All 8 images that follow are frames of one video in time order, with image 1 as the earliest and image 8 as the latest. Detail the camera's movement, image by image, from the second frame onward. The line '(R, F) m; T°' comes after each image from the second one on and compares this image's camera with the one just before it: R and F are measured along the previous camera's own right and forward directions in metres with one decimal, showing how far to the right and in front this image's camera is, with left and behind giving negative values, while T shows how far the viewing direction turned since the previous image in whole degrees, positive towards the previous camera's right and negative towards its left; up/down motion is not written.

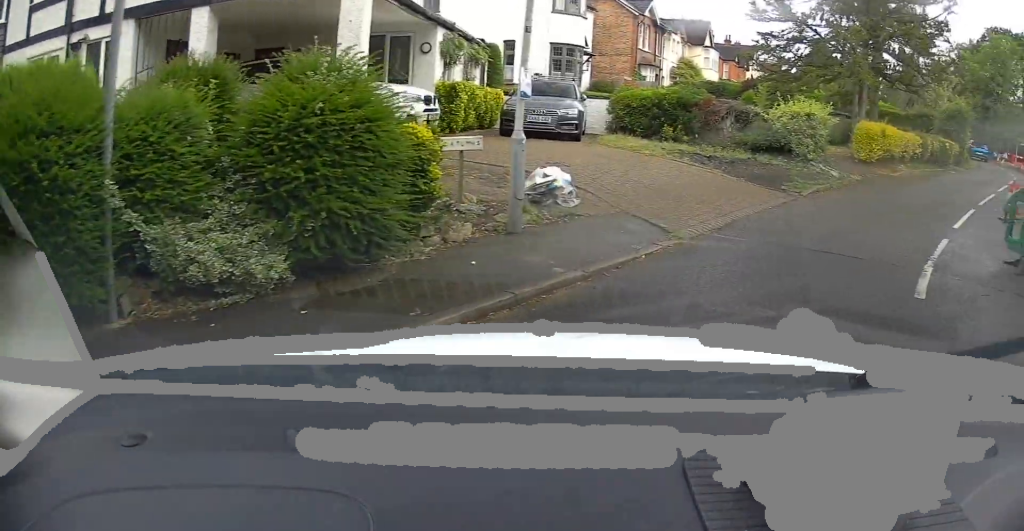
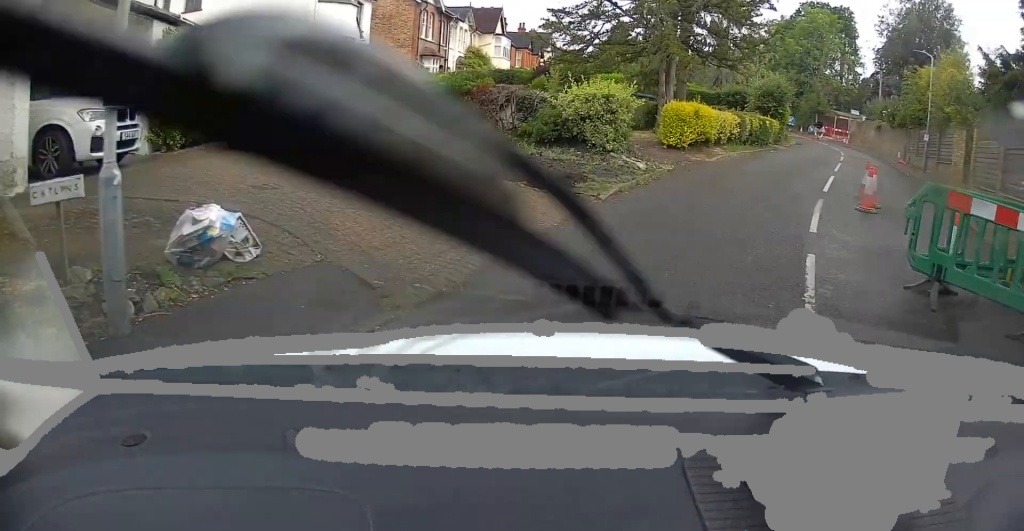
(+0.4, +3.2) m; +10°
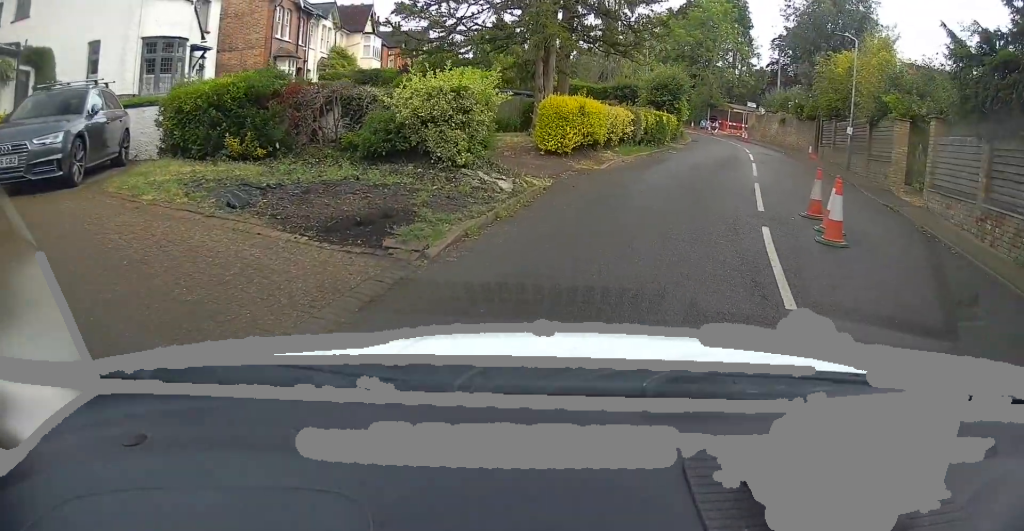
(+0.1, +3.9) m; +6°
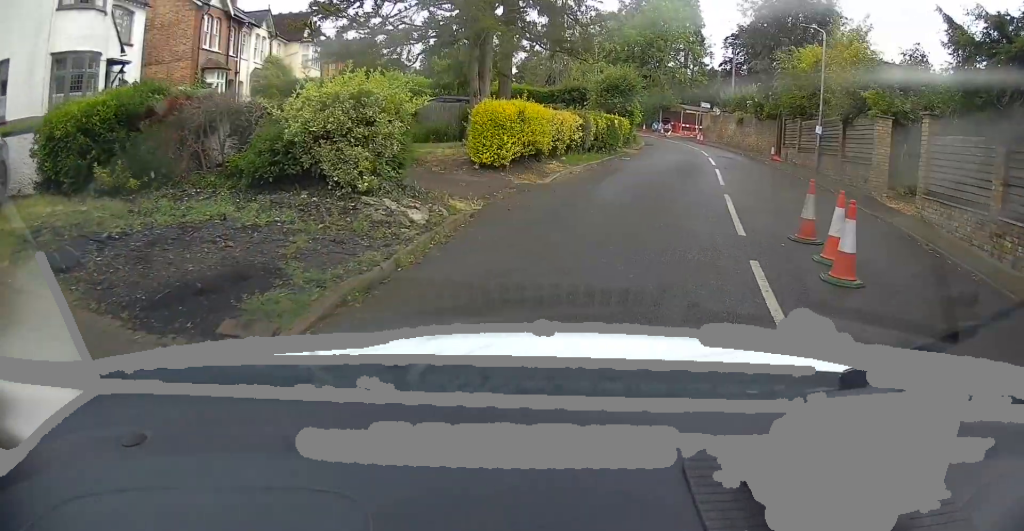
(+0.1, +2.2) m; +4°
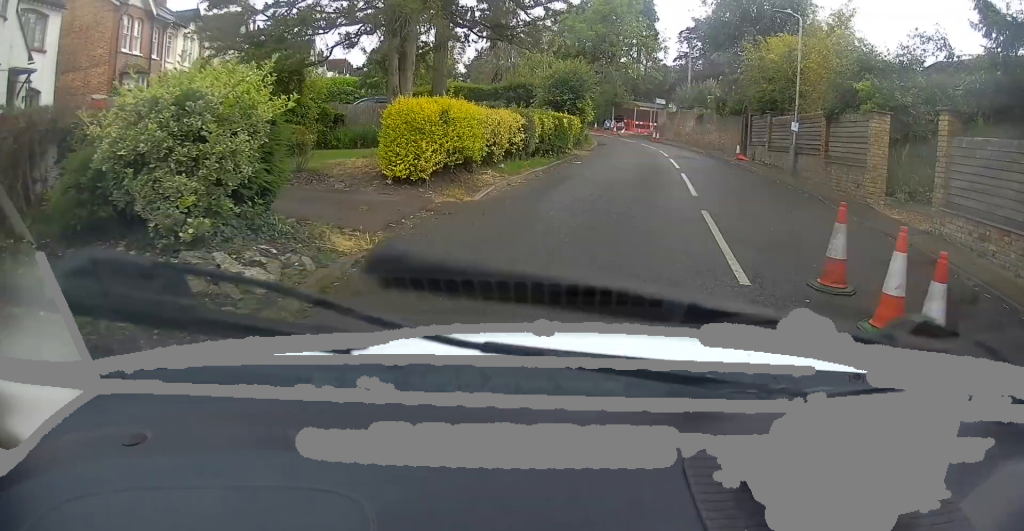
(0.0, +2.5) m; +4°
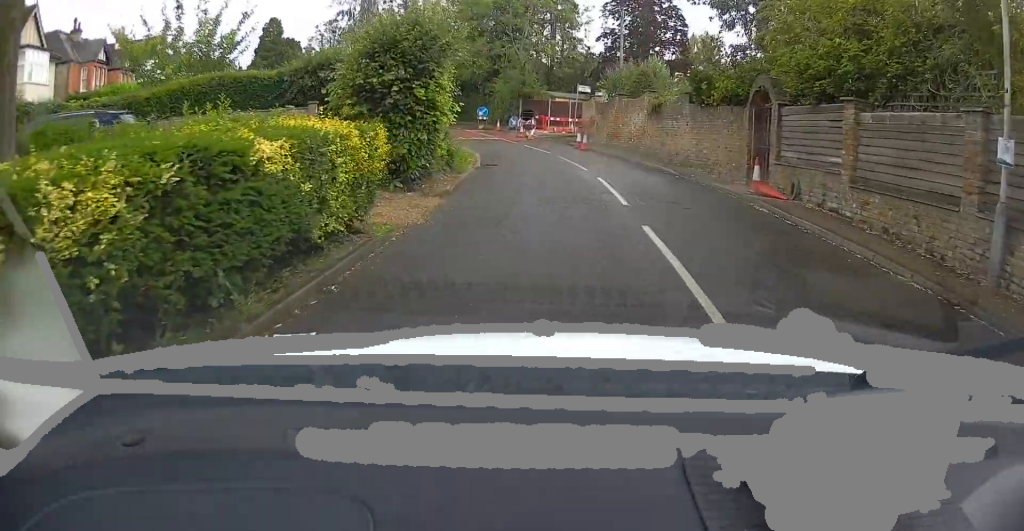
(+1.2, +14.7) m; +5°
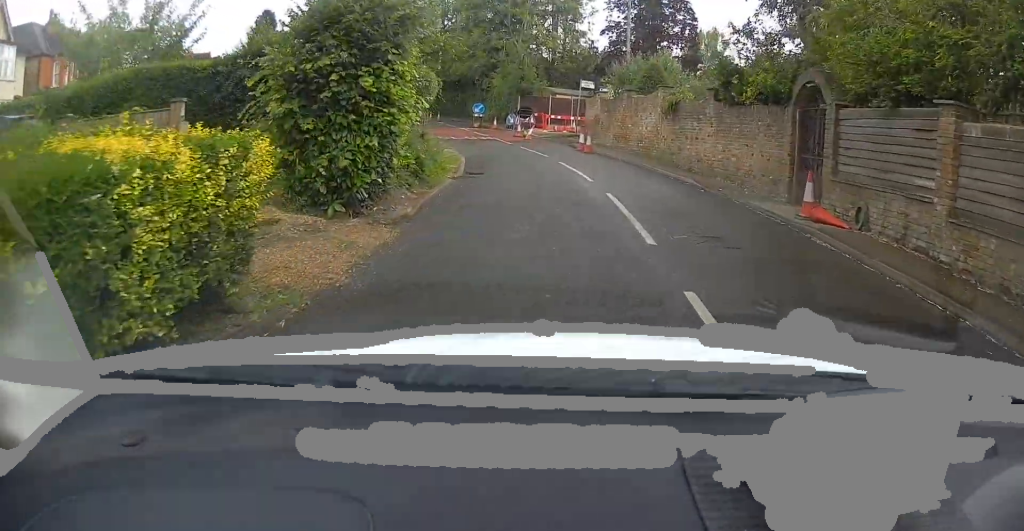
(0.0, +3.3) m; -1°
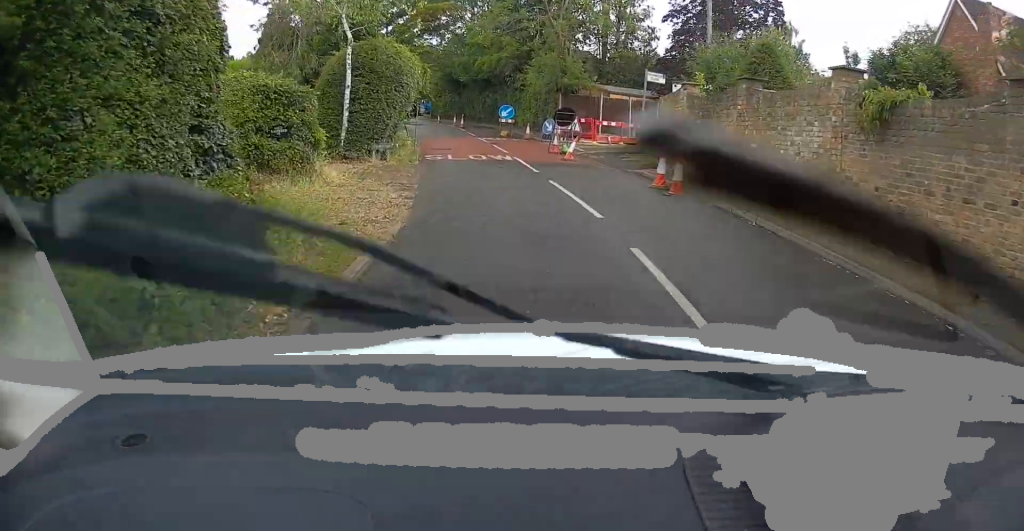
(-0.4, +11.8) m; -5°
